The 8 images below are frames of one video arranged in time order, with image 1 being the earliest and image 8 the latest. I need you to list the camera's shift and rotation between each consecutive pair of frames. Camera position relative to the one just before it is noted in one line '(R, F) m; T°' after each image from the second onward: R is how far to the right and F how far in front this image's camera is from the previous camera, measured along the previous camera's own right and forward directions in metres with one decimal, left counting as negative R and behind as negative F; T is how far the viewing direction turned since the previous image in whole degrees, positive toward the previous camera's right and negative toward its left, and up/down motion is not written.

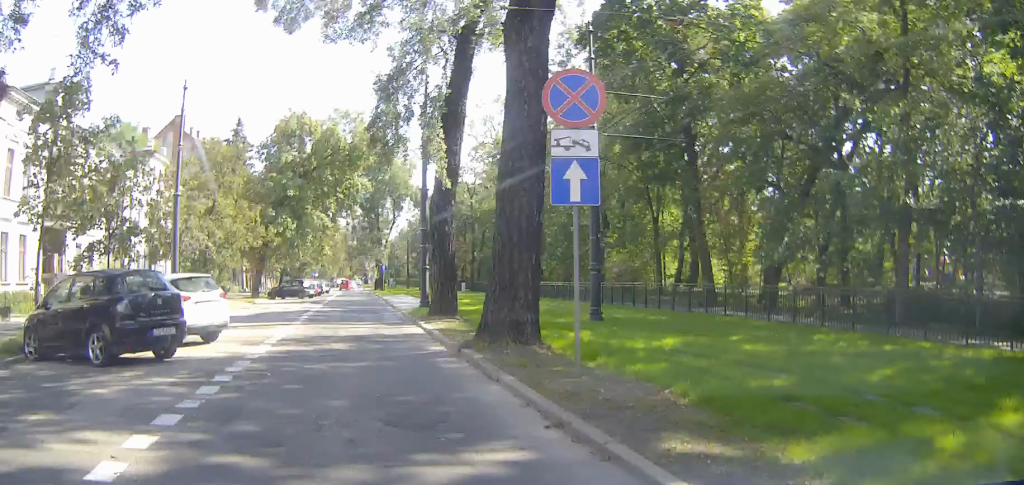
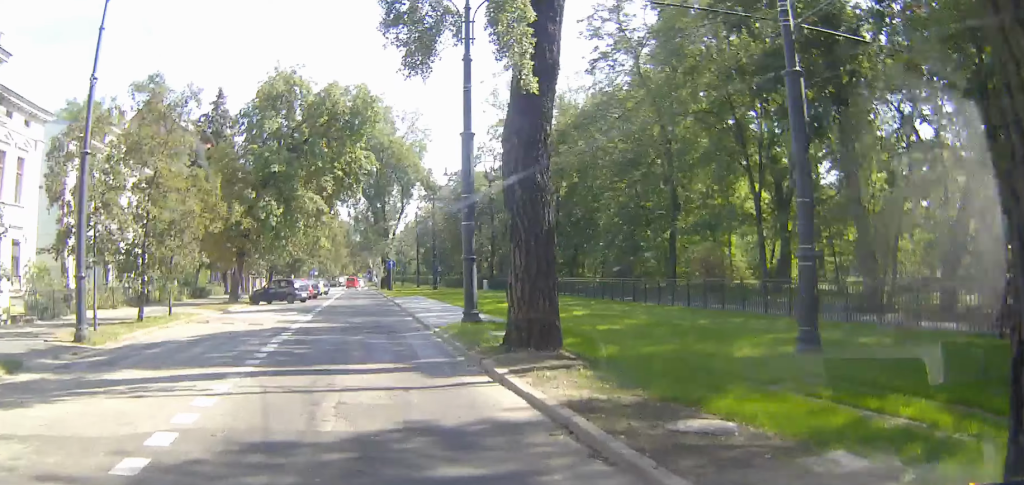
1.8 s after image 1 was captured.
(0.0, +11.5) m; 0°
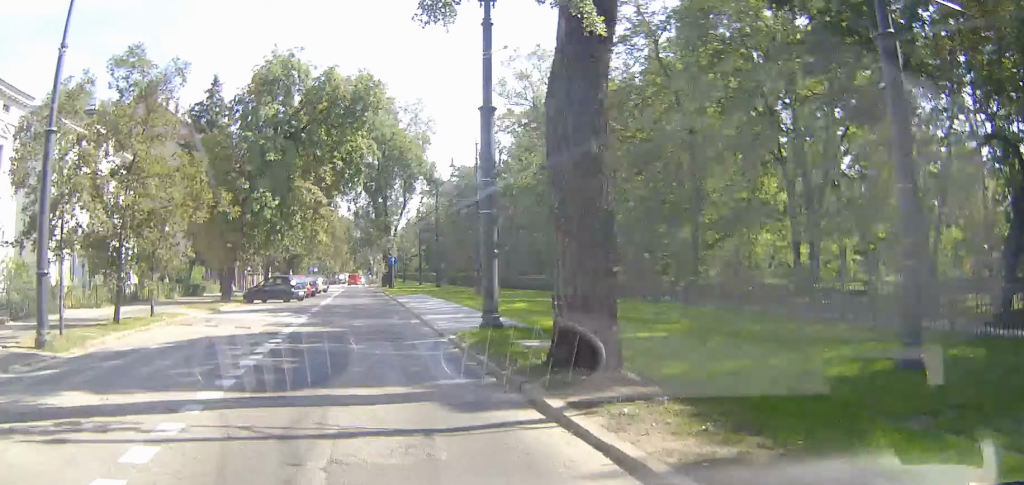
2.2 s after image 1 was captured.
(0.0, +2.7) m; 0°
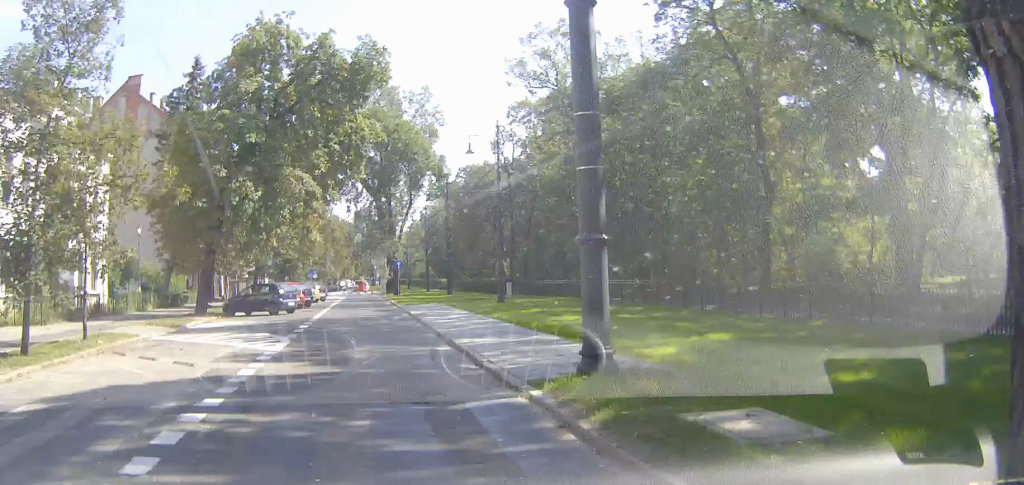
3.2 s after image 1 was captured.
(0.0, +7.1) m; 0°
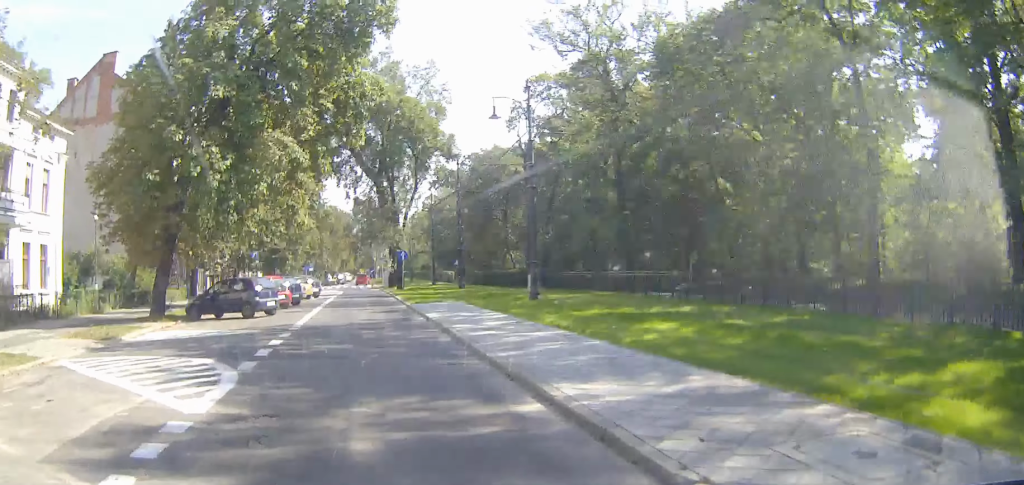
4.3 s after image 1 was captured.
(0.0, +7.8) m; 0°
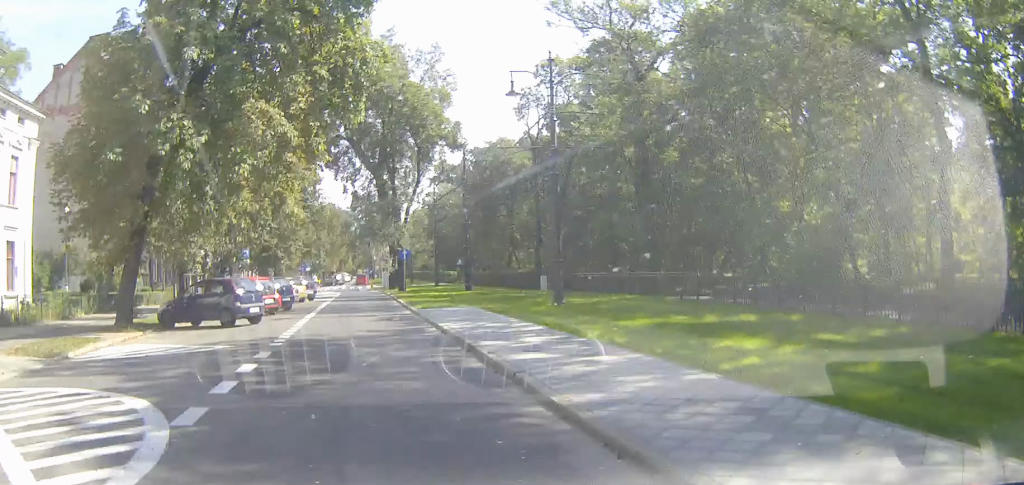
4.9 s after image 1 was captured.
(0.0, +4.1) m; 0°
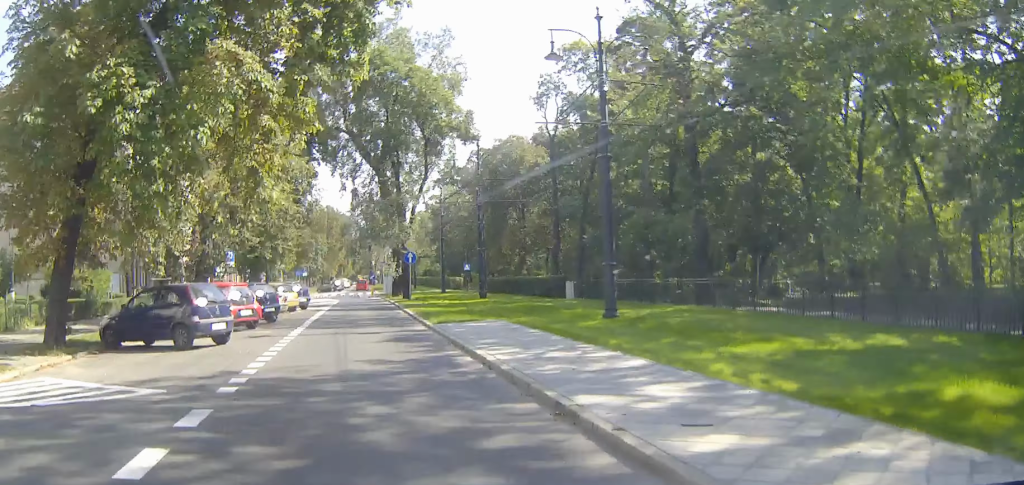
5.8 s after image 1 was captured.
(0.0, +6.1) m; 0°
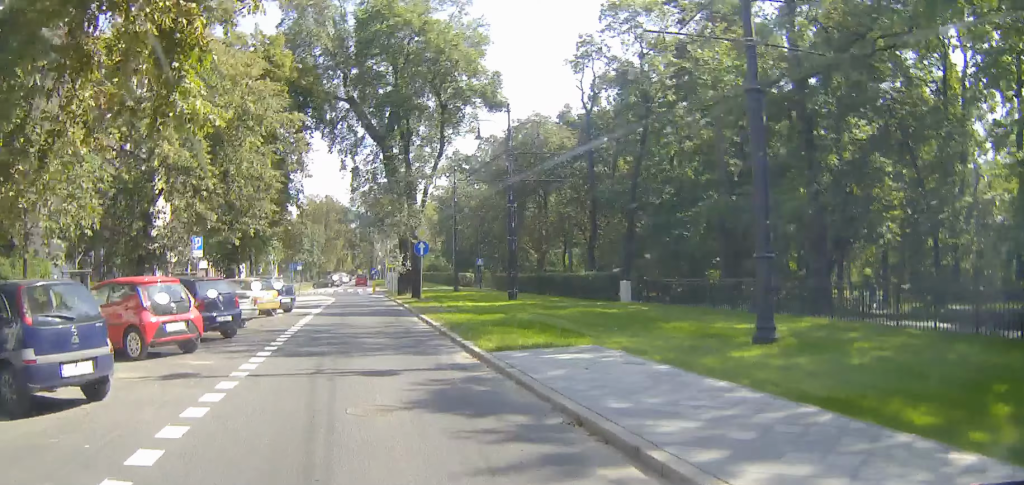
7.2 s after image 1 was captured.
(0.0, +9.1) m; 0°
